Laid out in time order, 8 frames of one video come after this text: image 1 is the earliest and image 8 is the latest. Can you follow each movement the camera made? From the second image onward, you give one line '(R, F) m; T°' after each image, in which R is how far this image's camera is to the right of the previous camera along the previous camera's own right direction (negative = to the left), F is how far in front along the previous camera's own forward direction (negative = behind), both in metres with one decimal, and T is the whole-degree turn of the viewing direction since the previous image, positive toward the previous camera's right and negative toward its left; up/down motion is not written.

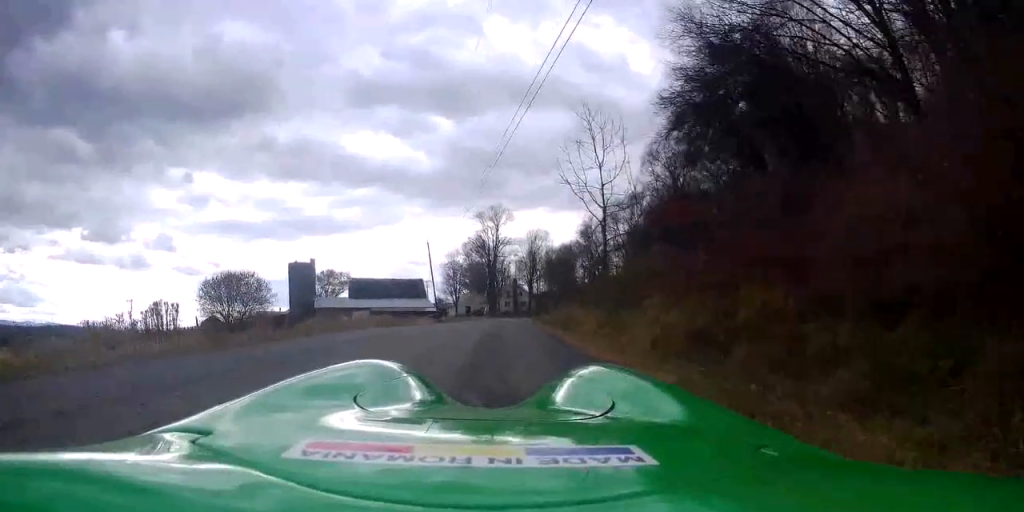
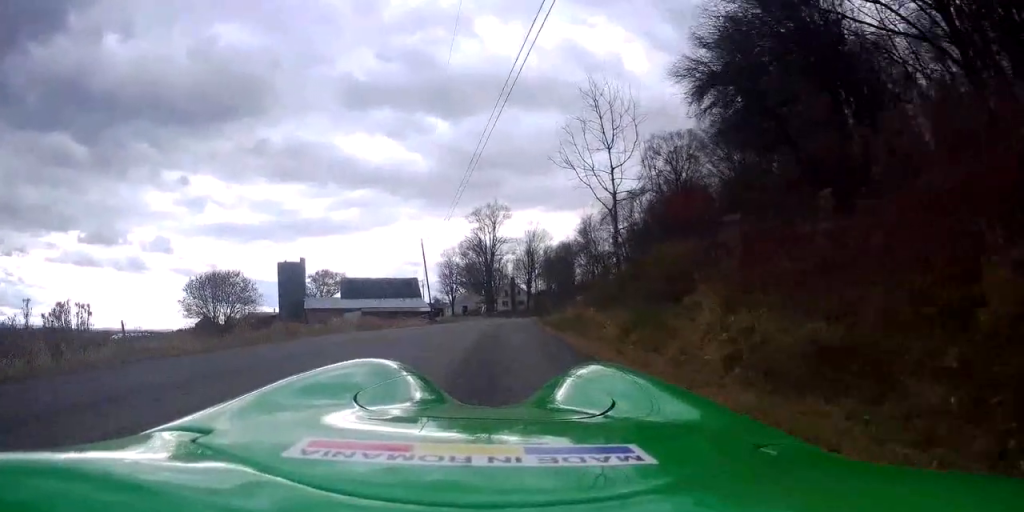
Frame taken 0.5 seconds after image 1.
(+0.3, +3.8) m; +3°
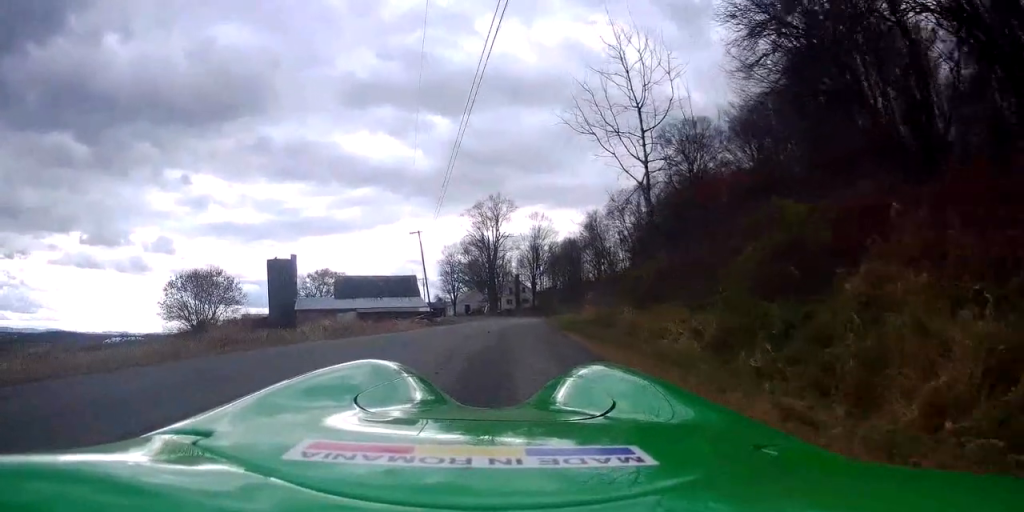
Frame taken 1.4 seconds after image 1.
(+0.2, +5.8) m; 0°
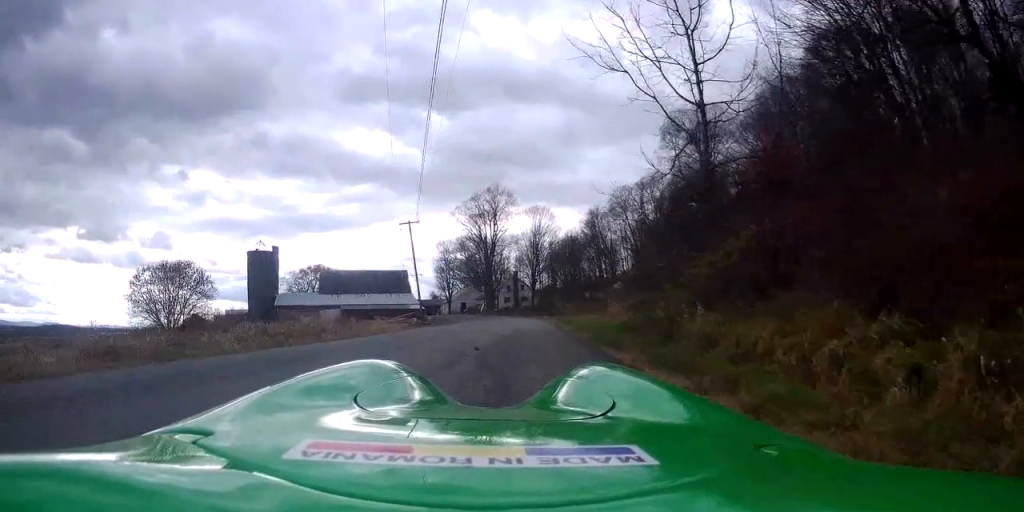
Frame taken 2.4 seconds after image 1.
(-0.2, +6.6) m; -3°
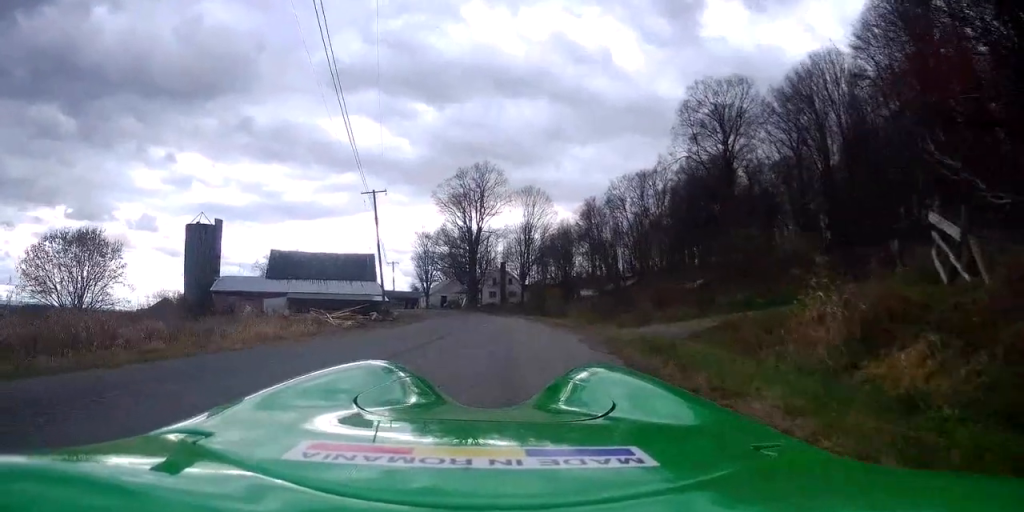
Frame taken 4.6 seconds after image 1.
(0.0, +14.0) m; 0°
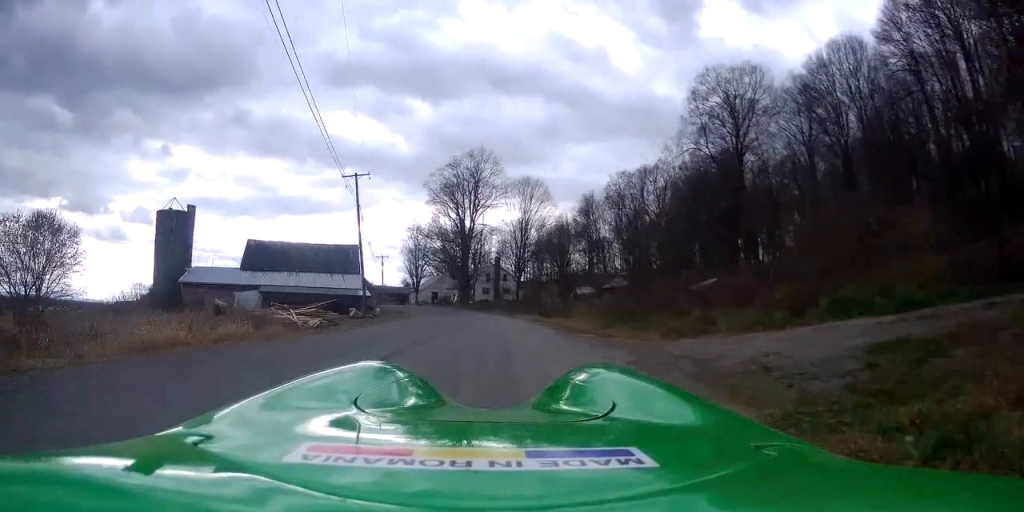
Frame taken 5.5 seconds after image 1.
(-0.2, +5.9) m; +1°
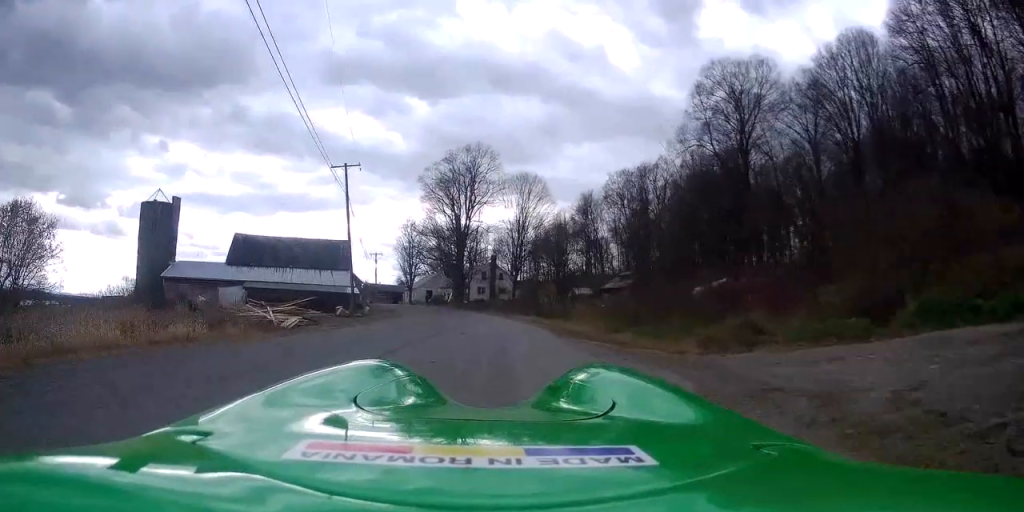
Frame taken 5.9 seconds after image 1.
(-0.3, +2.7) m; +1°
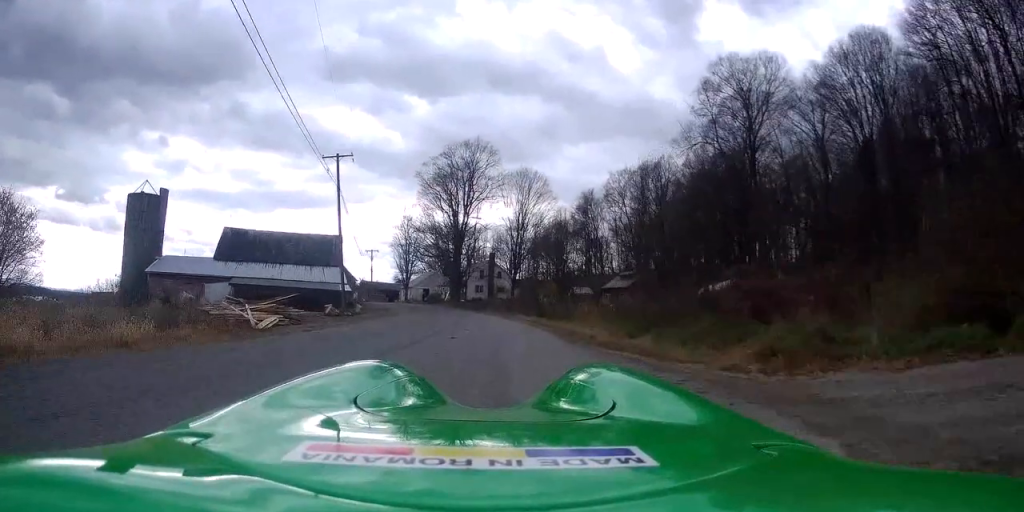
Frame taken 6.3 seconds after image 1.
(+0.4, +2.6) m; +1°
